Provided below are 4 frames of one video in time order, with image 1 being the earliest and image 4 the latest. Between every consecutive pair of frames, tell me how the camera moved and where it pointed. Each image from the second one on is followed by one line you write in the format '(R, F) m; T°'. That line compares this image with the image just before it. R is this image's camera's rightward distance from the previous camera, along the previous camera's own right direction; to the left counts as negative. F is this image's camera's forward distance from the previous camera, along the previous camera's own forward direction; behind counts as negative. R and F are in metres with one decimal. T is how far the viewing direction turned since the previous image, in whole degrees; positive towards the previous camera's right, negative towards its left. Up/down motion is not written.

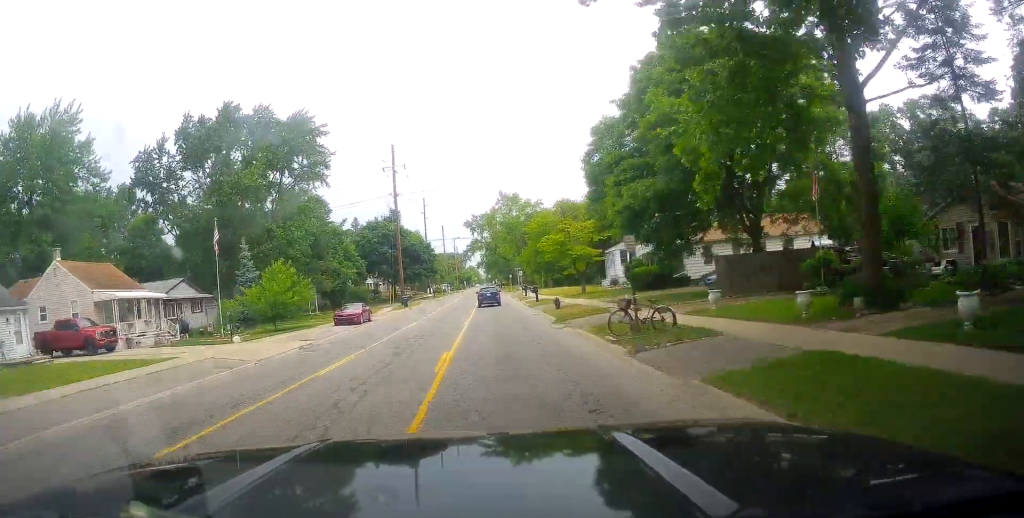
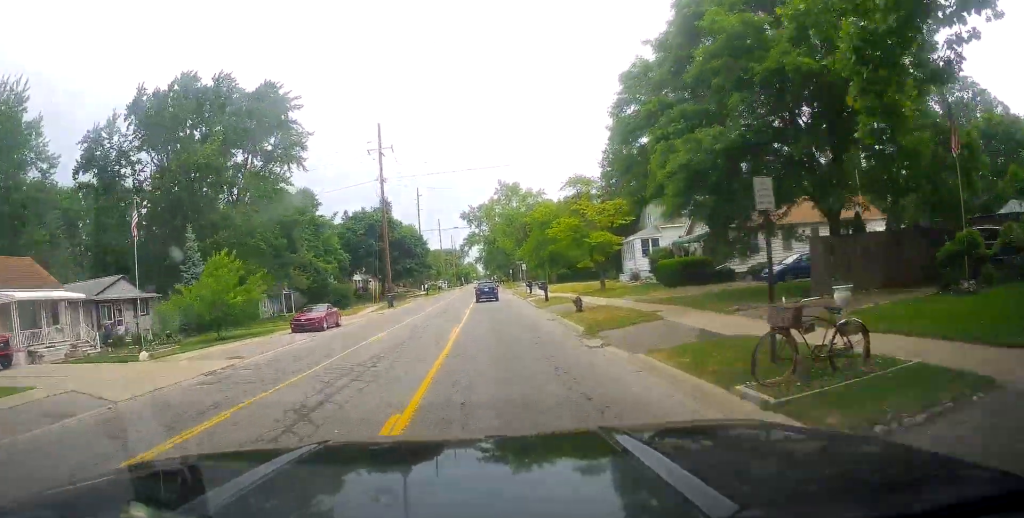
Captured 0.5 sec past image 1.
(0.0, +8.5) m; 0°
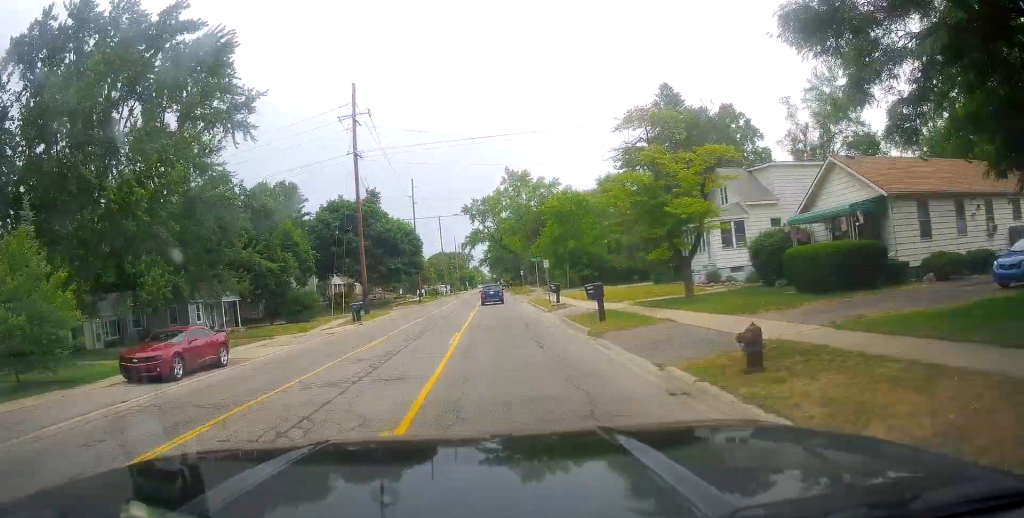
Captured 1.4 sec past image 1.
(+0.1, +15.9) m; -1°
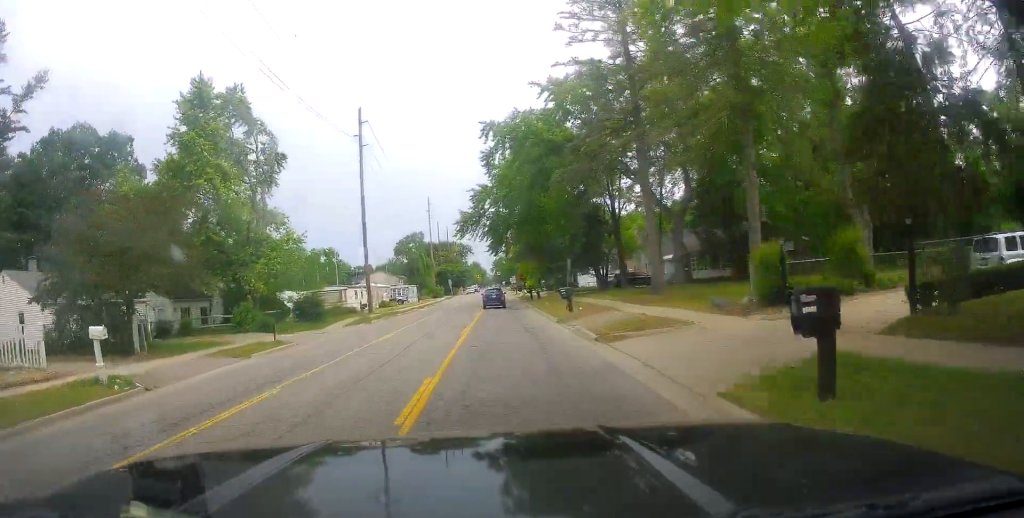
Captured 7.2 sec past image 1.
(+1.1, +97.8) m; 0°
